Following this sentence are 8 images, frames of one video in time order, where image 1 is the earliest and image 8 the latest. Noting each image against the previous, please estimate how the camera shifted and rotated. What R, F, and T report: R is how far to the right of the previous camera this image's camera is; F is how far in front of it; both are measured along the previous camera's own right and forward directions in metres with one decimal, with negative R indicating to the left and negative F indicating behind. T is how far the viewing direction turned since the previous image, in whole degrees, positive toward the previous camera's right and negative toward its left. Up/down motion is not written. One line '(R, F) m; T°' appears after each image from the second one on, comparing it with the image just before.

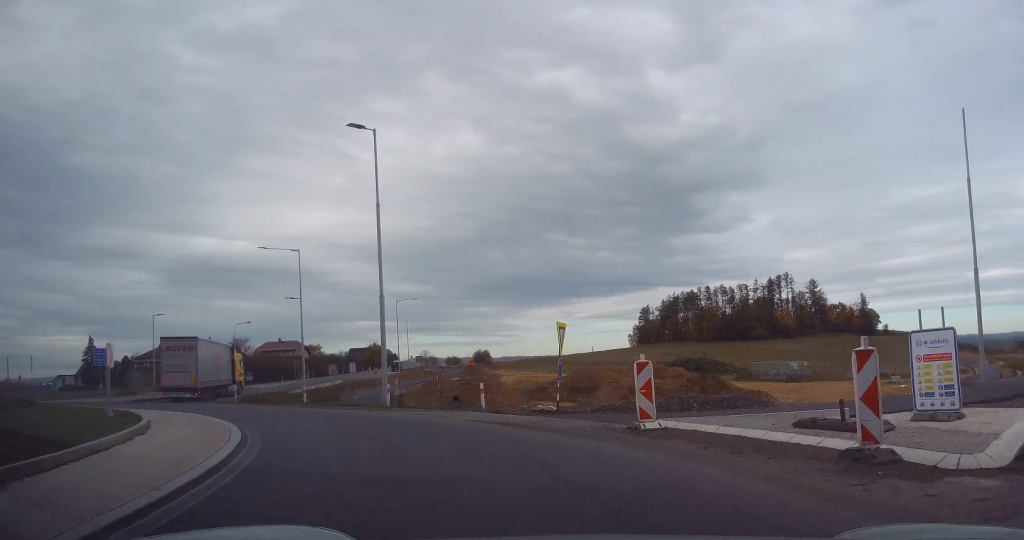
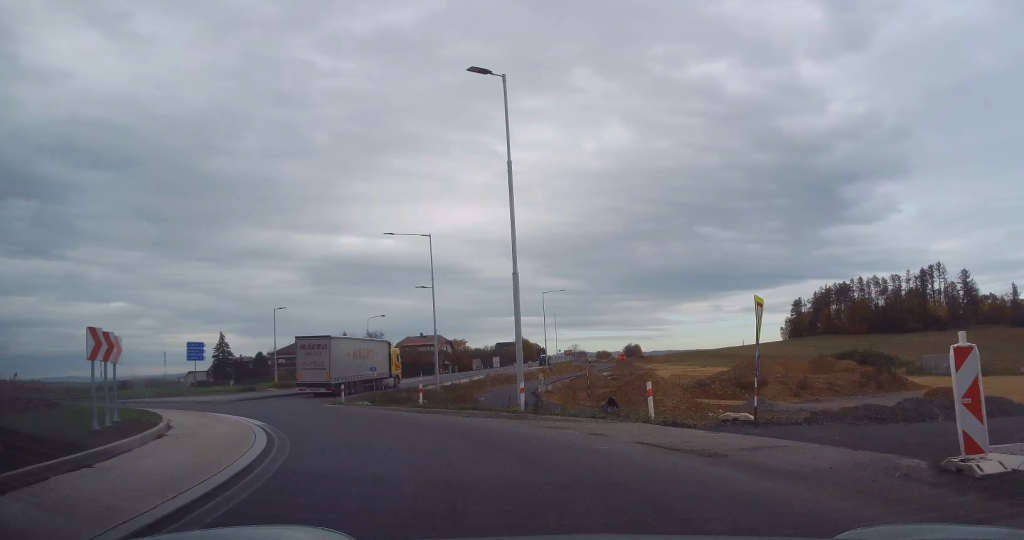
(-0.8, +5.5) m; -14°
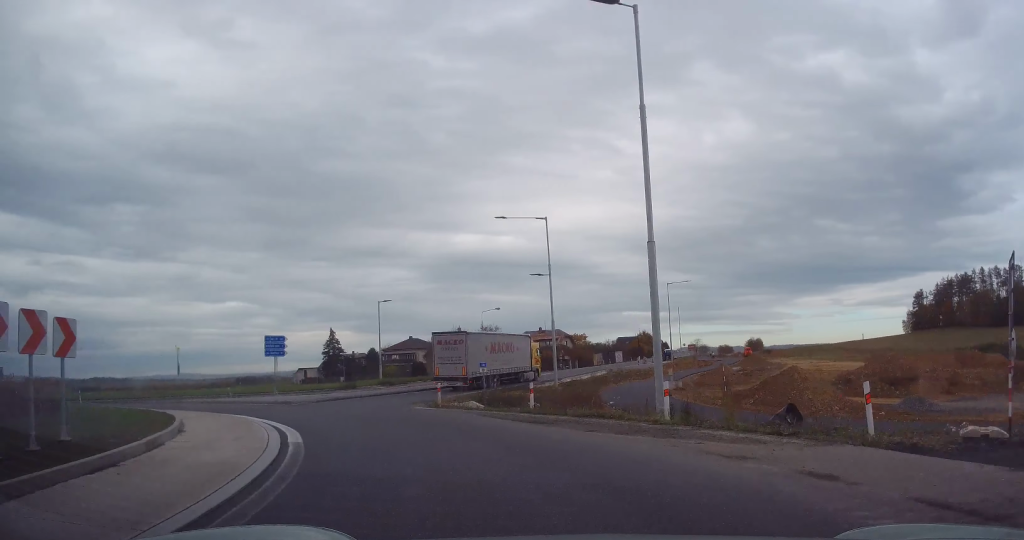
(-0.3, +4.7) m; -11°
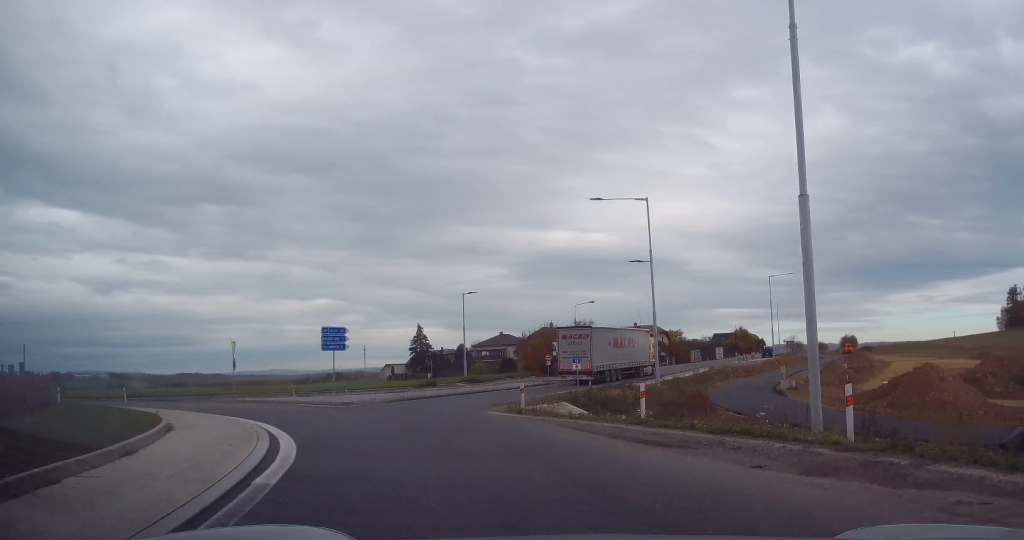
(-0.6, +4.4) m; -6°
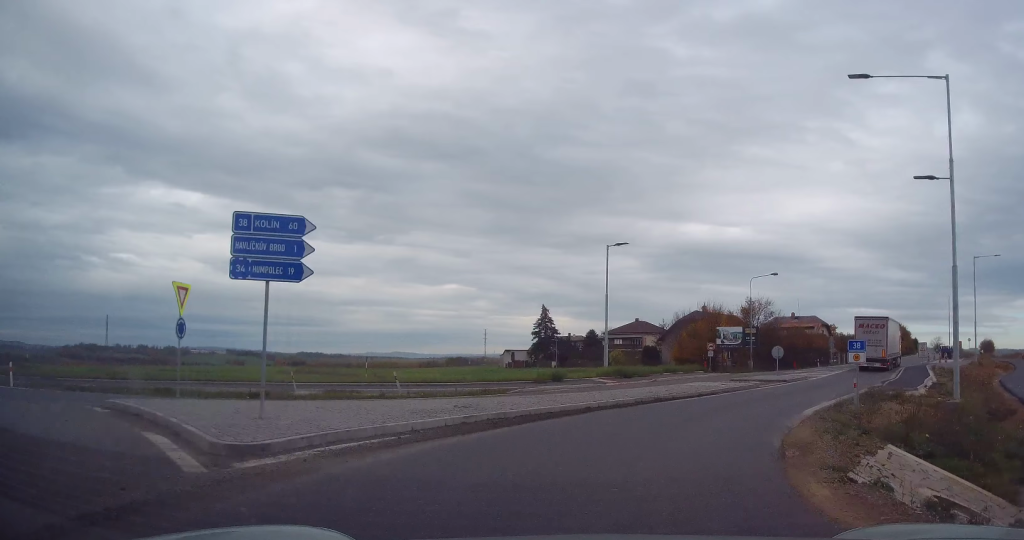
(-2.3, +18.6) m; -2°
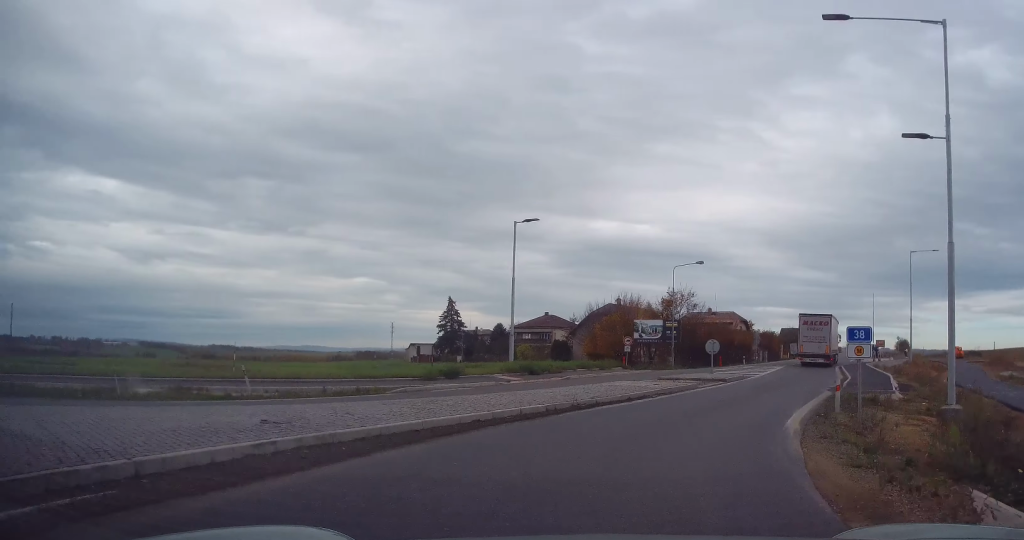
(+0.4, +5.0) m; +7°
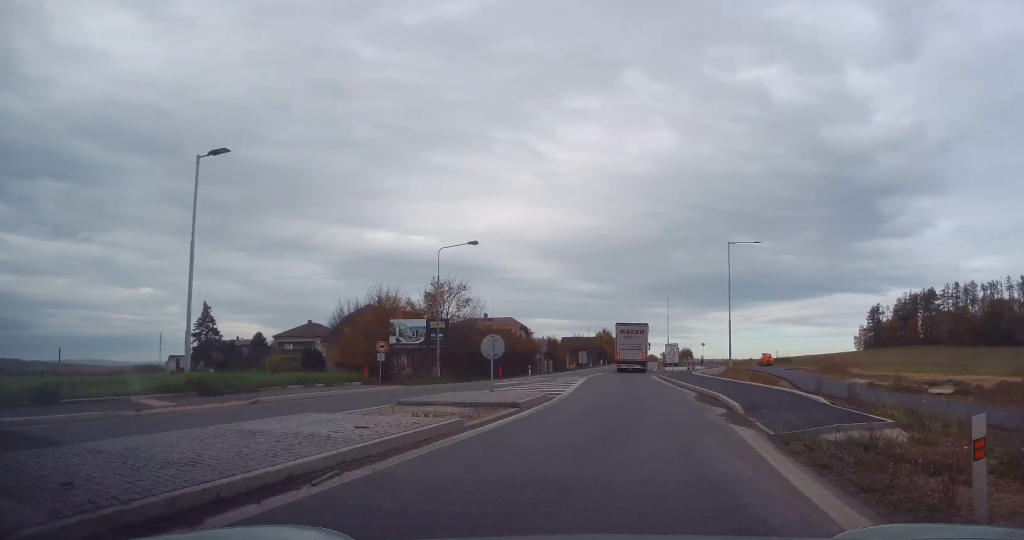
(+1.9, +12.1) m; +14°
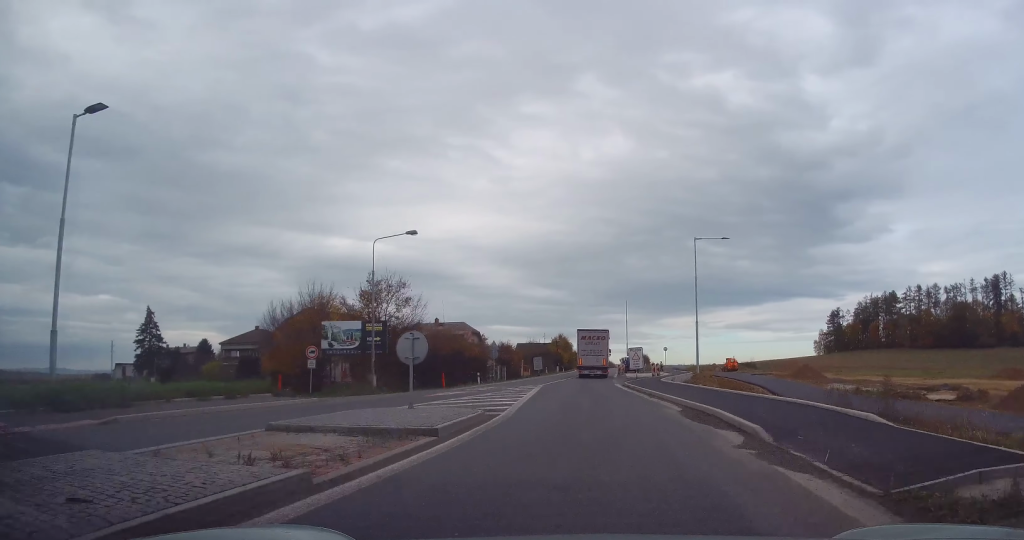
(+0.1, +4.4) m; +3°
